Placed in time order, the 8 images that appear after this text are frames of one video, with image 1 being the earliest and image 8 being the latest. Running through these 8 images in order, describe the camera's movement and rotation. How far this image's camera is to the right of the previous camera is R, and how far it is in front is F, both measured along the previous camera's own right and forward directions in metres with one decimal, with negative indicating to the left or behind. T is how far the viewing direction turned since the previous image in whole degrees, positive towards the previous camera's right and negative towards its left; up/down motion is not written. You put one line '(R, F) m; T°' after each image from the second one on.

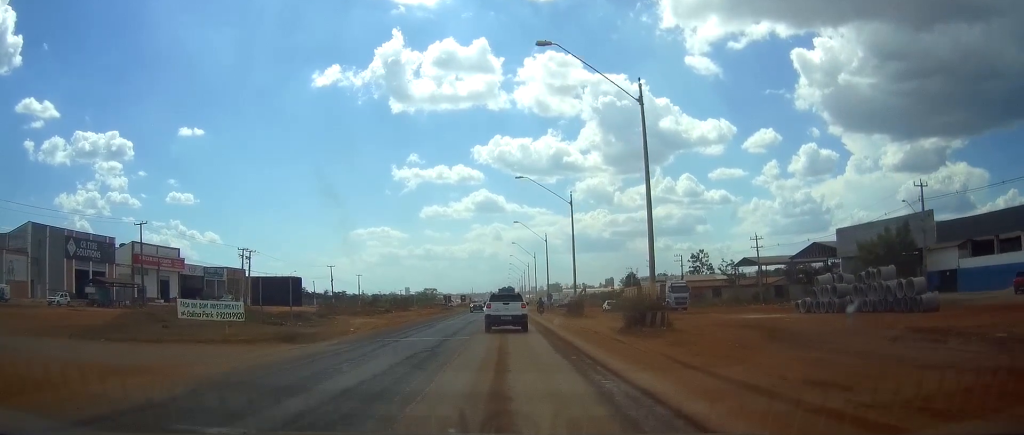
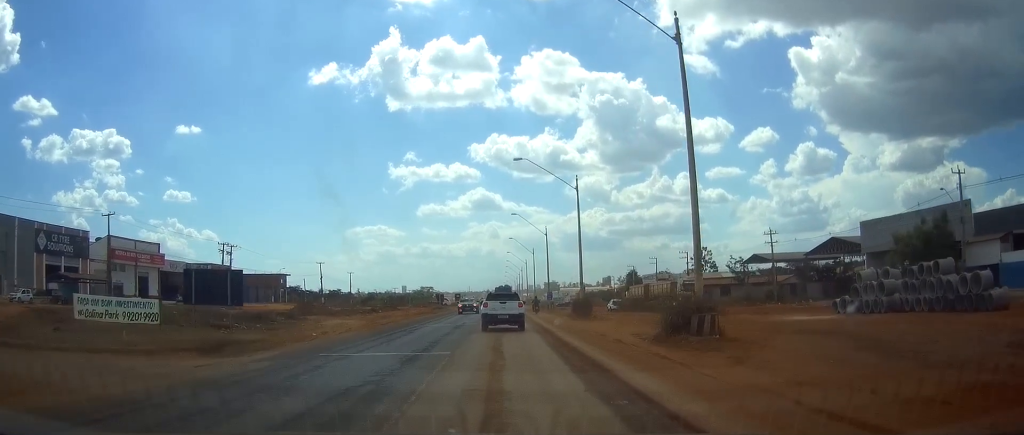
(-0.1, +7.6) m; 0°
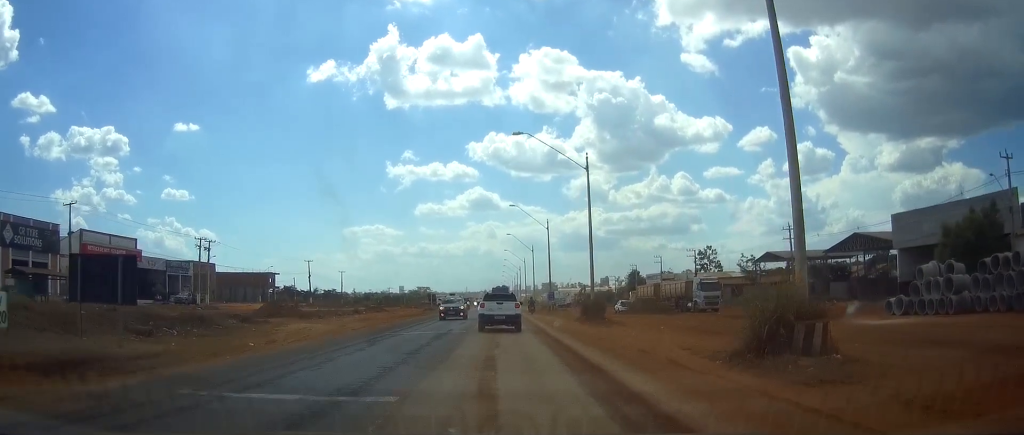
(0.0, +7.7) m; 0°
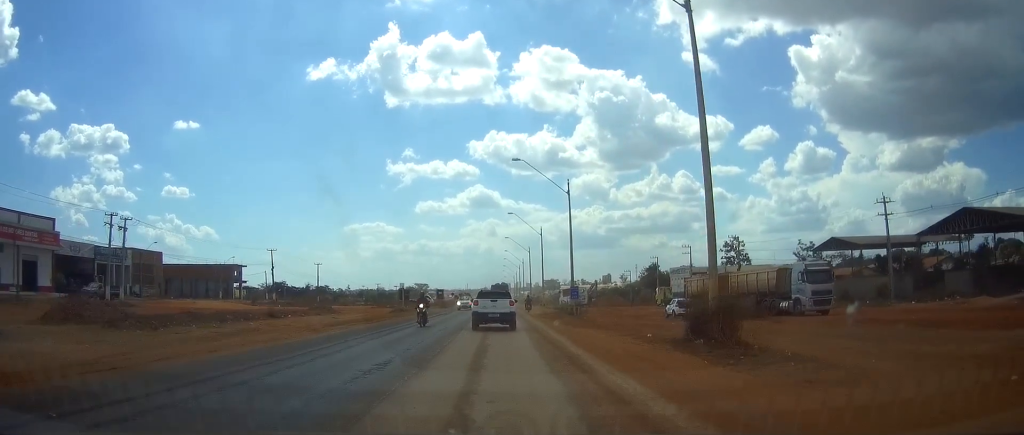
(+0.3, +25.4) m; 0°
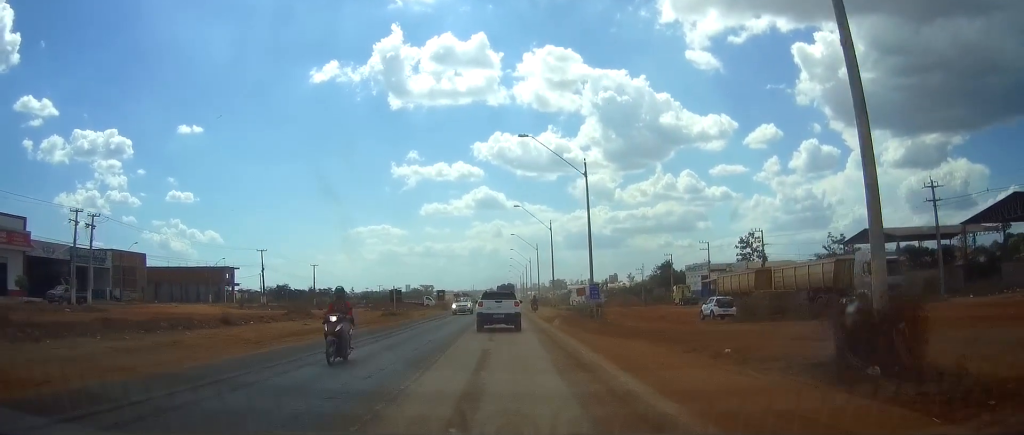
(-0.1, +8.4) m; 0°
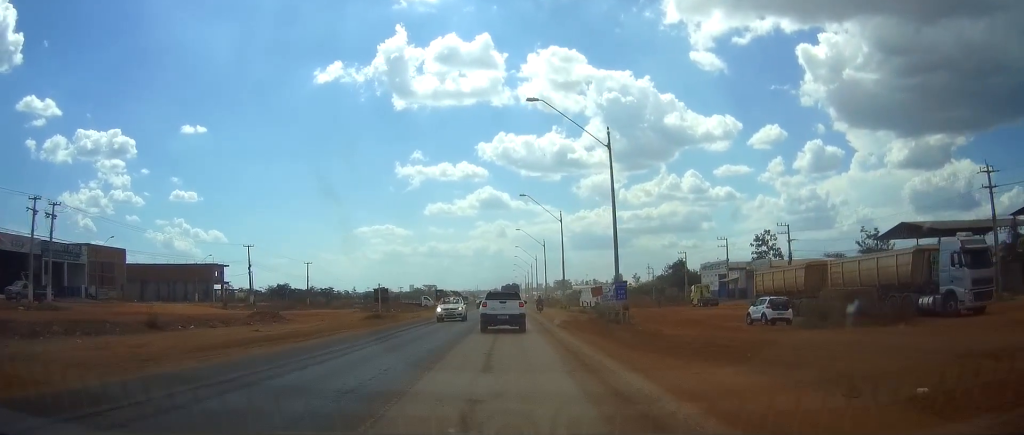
(-0.1, +8.5) m; 0°
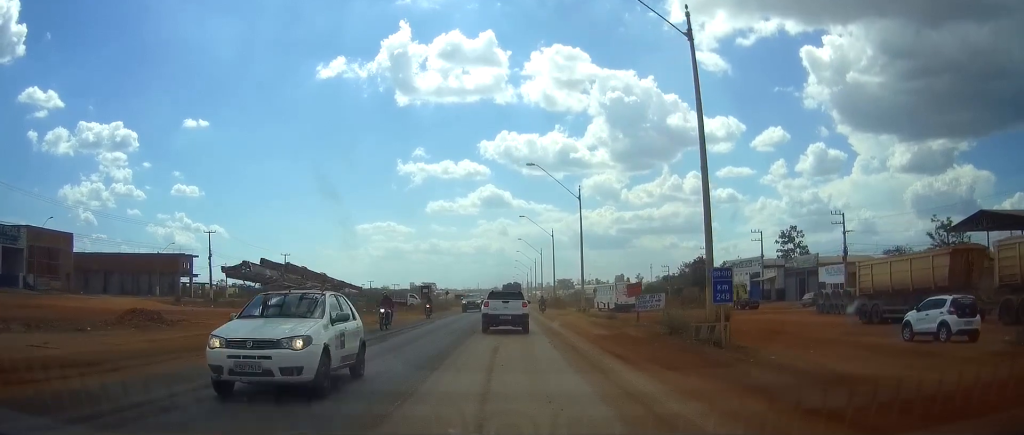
(+0.2, +16.7) m; 0°
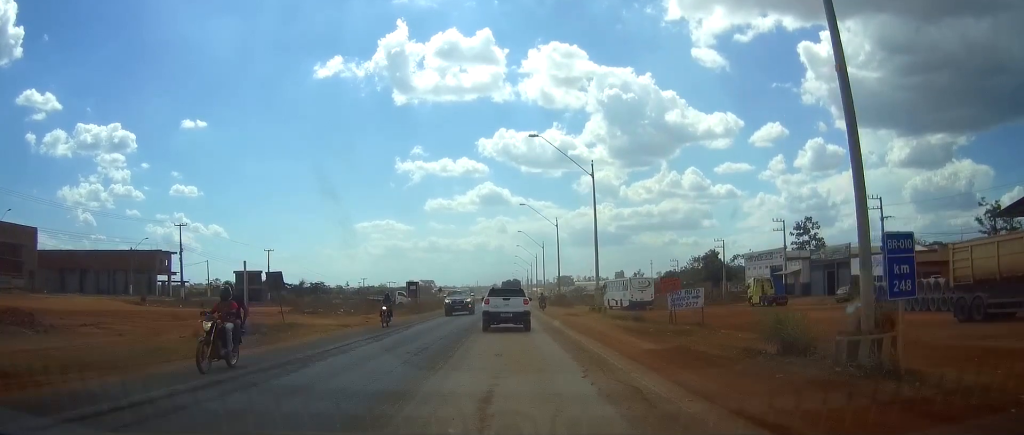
(0.0, +9.4) m; 0°
